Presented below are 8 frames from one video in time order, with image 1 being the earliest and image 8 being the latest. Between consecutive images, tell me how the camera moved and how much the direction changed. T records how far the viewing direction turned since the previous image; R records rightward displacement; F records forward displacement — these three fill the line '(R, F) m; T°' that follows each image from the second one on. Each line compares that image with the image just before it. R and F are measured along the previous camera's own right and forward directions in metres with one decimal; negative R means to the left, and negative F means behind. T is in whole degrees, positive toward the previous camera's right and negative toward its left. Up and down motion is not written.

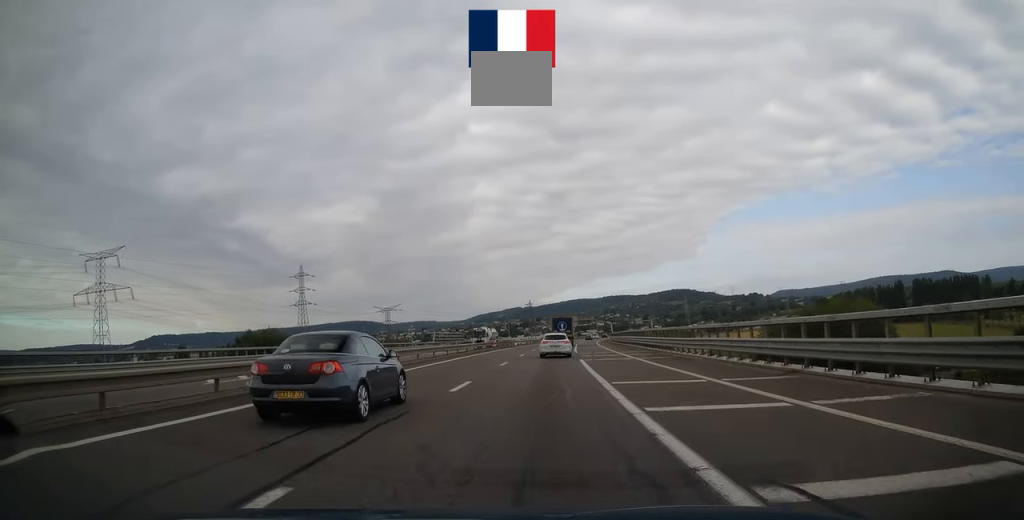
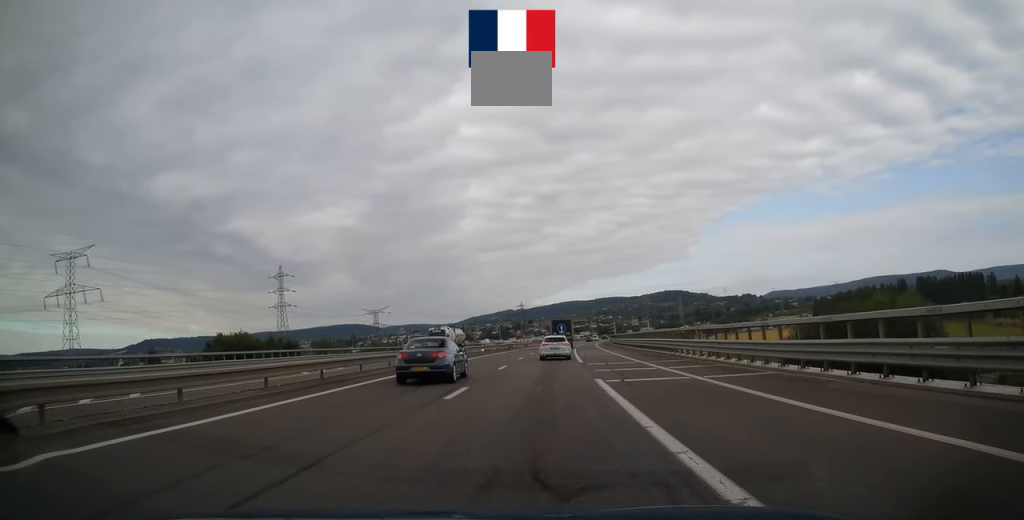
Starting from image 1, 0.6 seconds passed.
(+0.2, +13.4) m; +1°
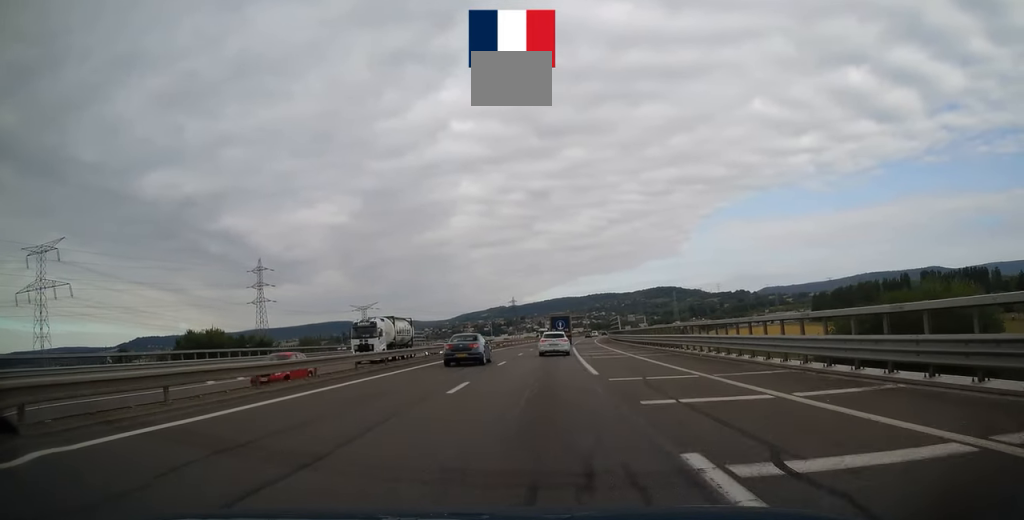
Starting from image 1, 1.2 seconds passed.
(0.0, +12.3) m; +1°
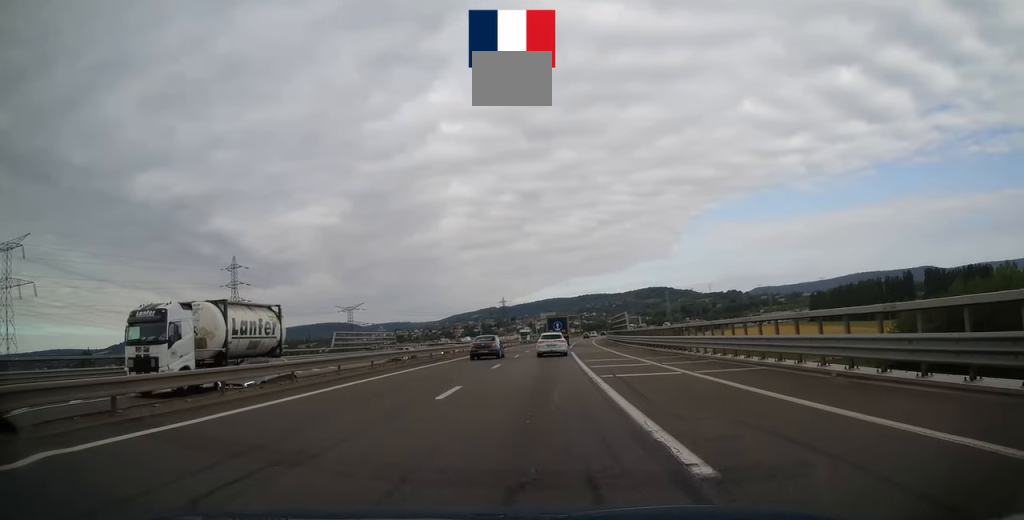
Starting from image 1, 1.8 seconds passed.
(0.0, +13.4) m; +1°
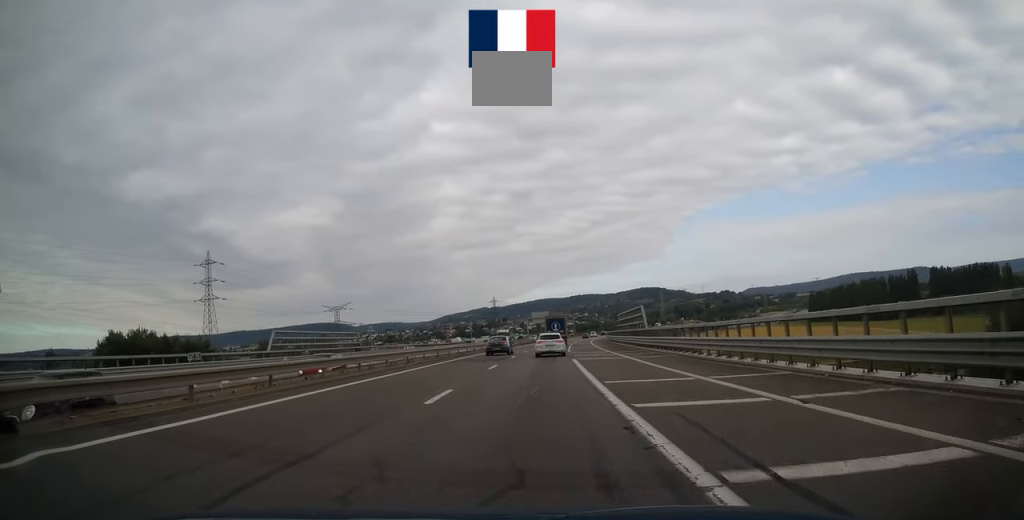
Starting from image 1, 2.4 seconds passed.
(+0.2, +13.0) m; +1°
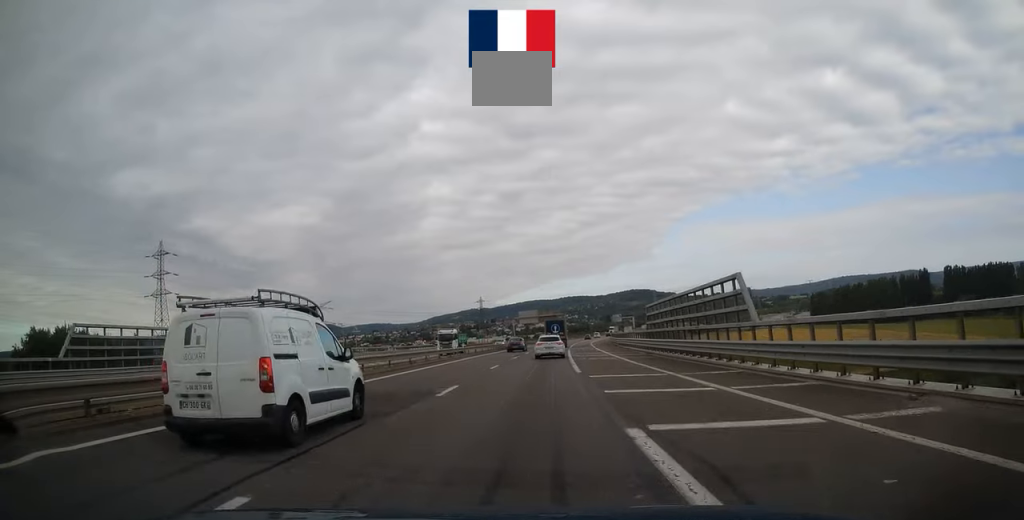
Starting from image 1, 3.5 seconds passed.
(+0.5, +22.9) m; +2°
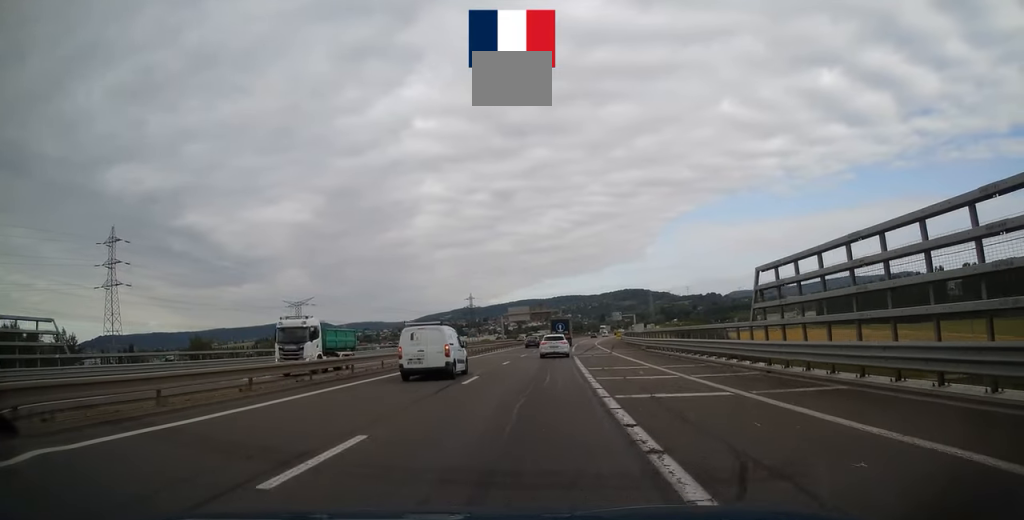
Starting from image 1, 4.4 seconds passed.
(+0.1, +21.6) m; 0°
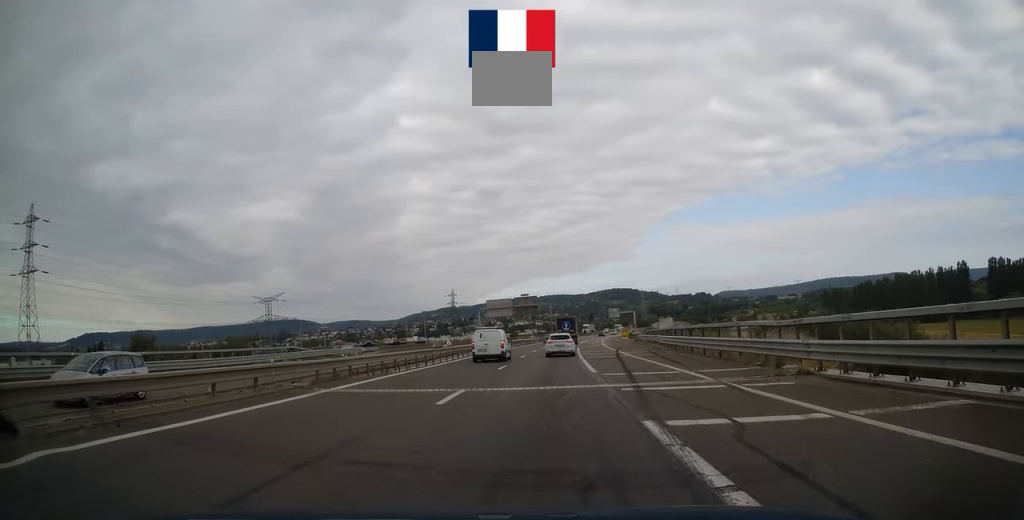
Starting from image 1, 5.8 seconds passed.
(0.0, +30.0) m; 0°
